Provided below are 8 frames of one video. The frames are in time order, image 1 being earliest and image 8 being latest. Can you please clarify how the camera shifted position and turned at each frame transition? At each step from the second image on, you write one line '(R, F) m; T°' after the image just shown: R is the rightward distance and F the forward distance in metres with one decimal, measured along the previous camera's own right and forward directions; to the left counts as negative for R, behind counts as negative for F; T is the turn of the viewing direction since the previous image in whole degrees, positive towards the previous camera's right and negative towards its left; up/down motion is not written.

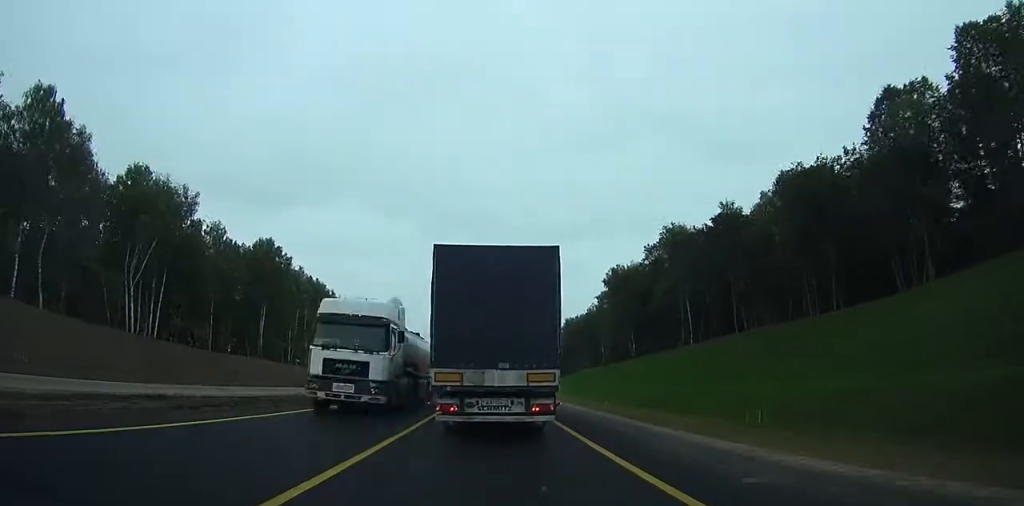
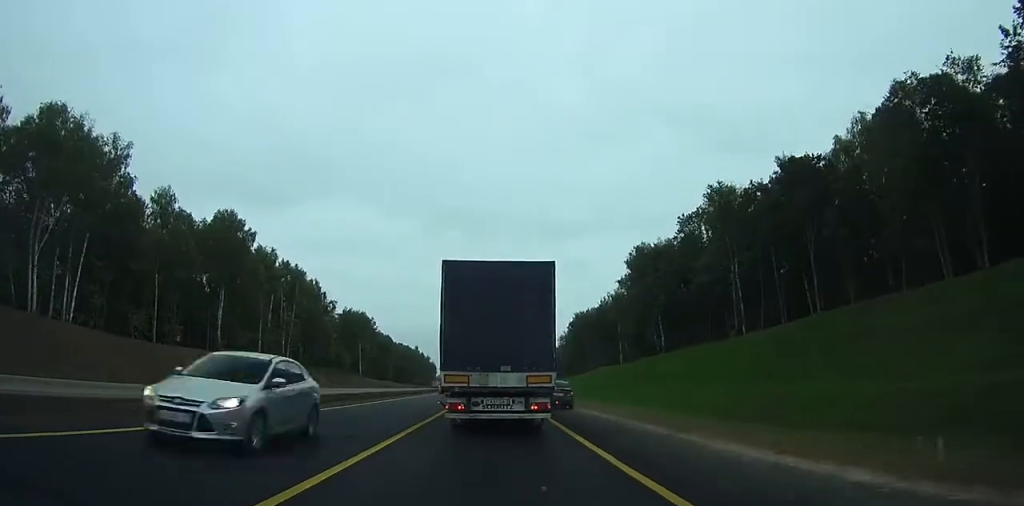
(-0.2, +23.1) m; -1°
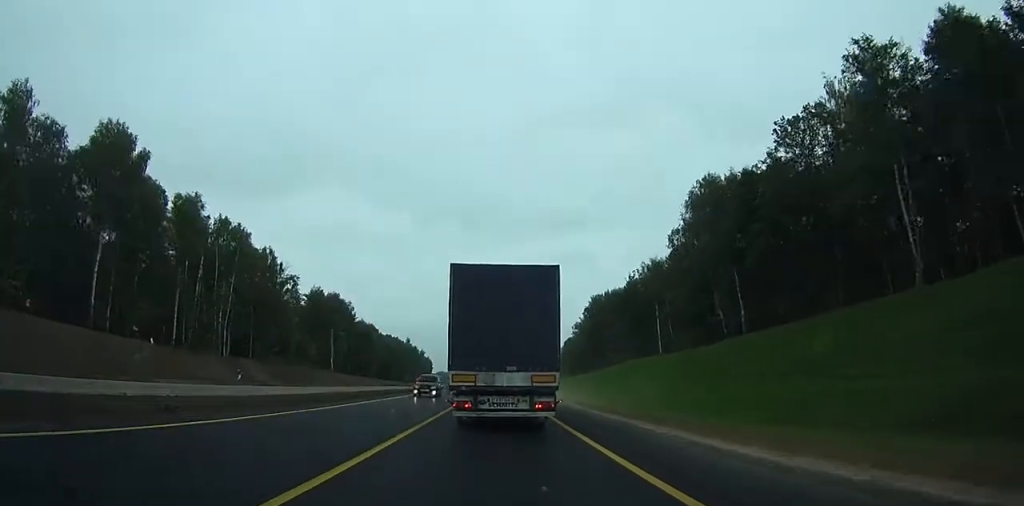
(0.0, +35.1) m; 0°
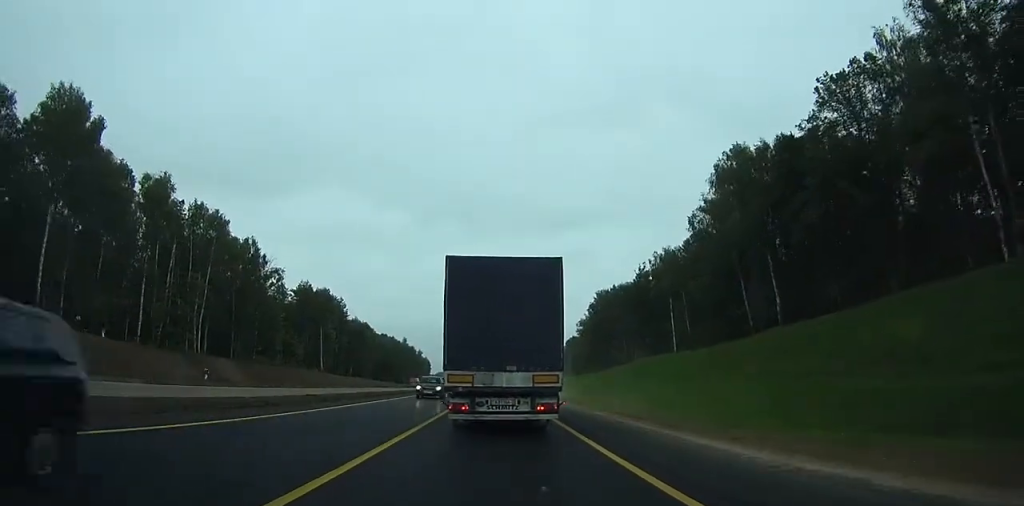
(0.0, +9.7) m; 0°
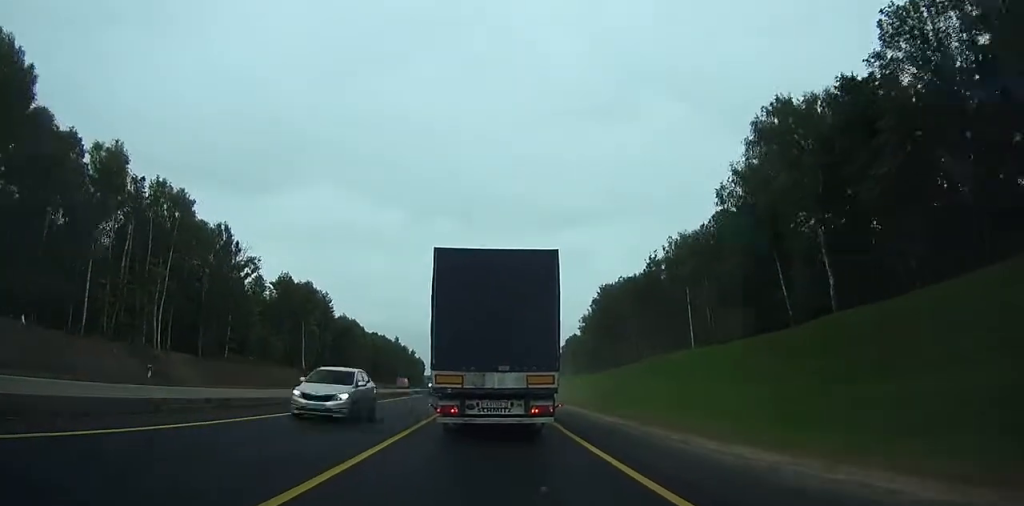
(+0.1, +12.0) m; 0°
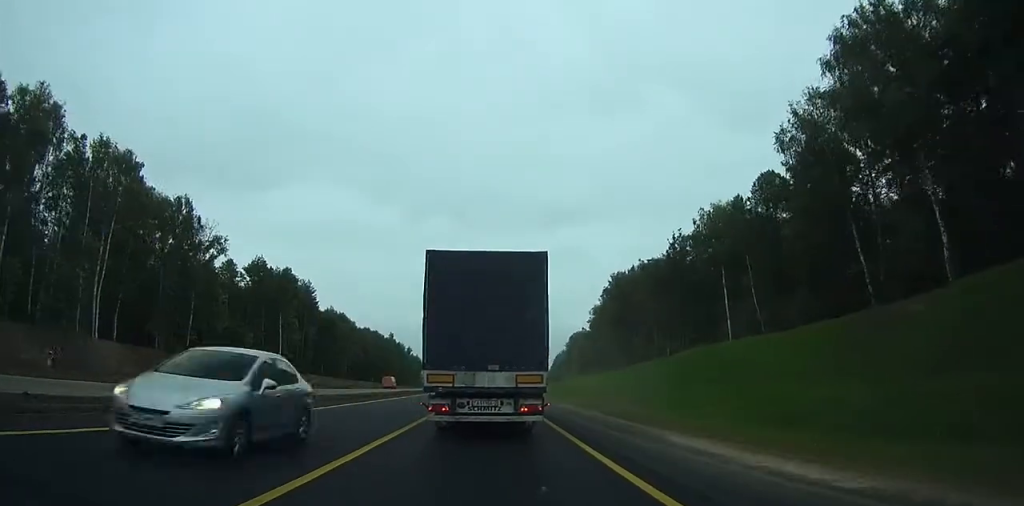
(0.0, +16.6) m; 0°
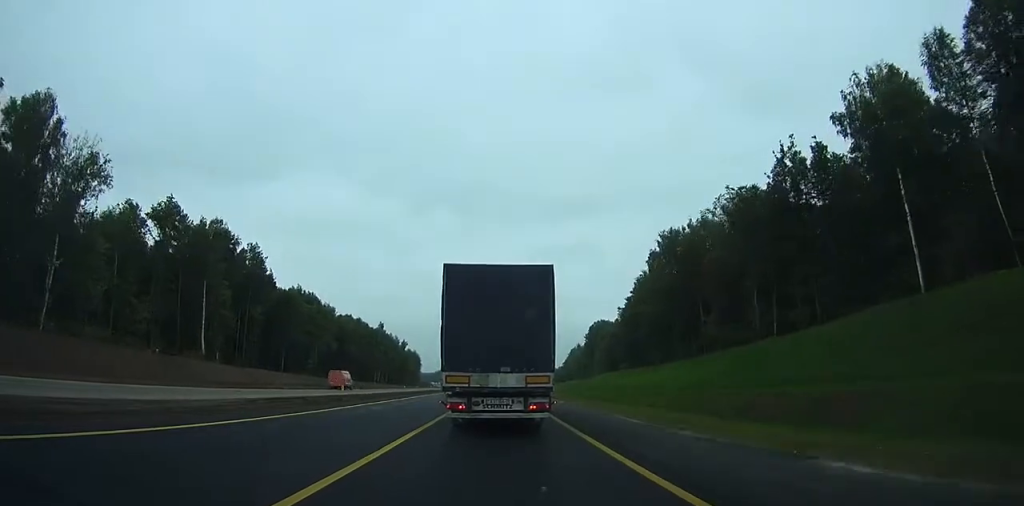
(-0.4, +39.1) m; 0°
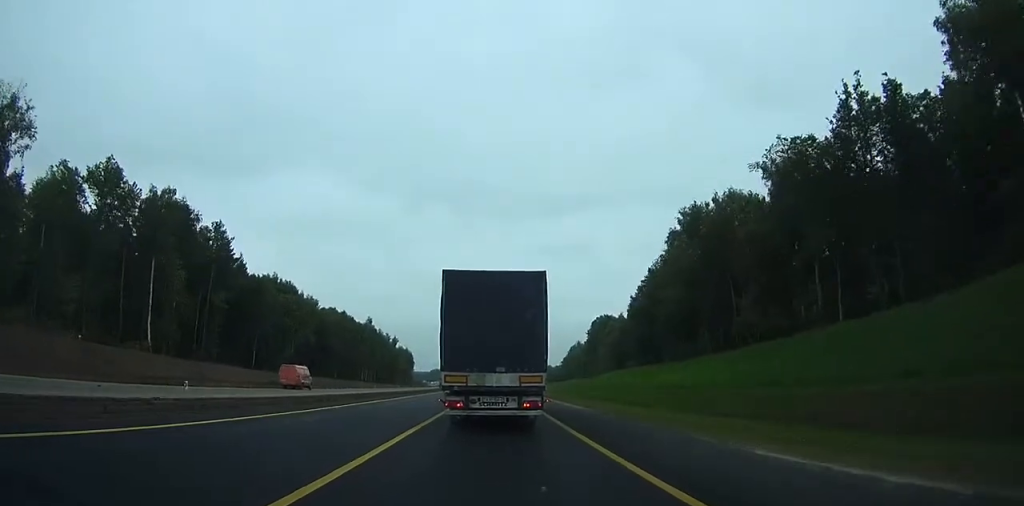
(+0.1, +14.8) m; +1°
